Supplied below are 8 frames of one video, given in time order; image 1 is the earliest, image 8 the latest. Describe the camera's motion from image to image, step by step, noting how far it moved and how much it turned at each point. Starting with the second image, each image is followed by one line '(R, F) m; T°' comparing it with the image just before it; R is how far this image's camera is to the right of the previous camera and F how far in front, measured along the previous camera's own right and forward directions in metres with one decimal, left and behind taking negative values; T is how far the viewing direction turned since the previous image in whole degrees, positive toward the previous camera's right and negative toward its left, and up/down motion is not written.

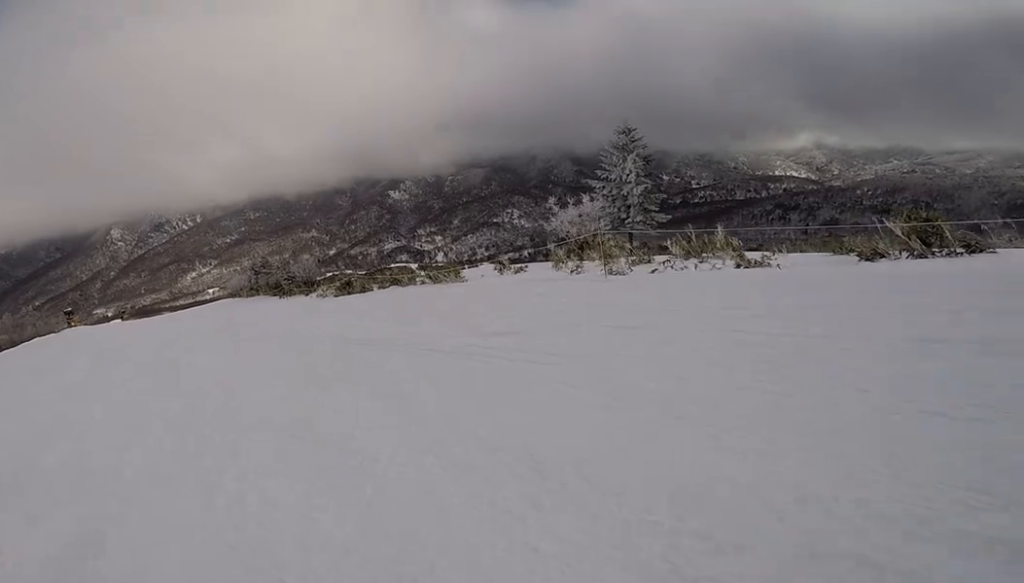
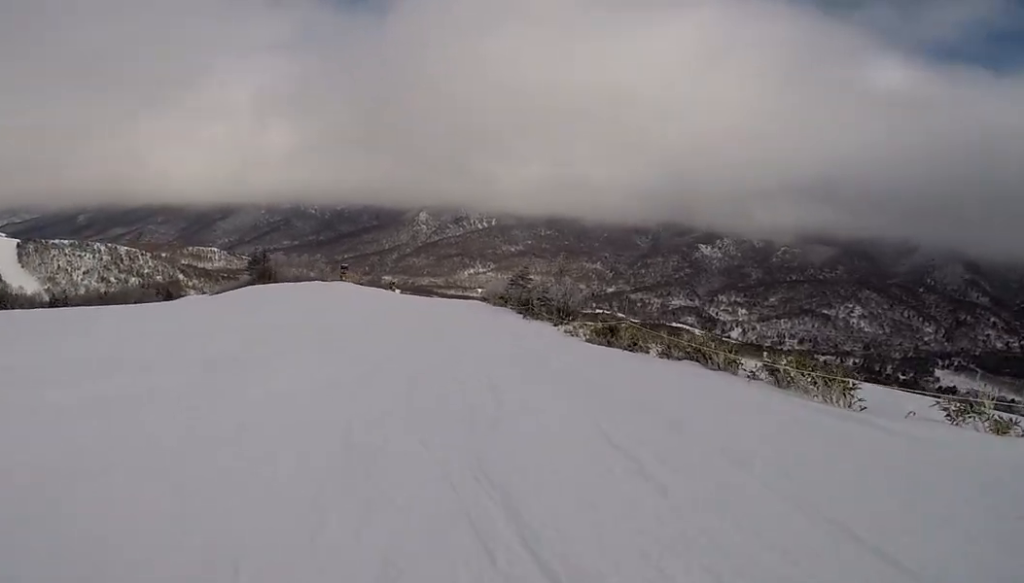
(-1.4, +6.9) m; -30°
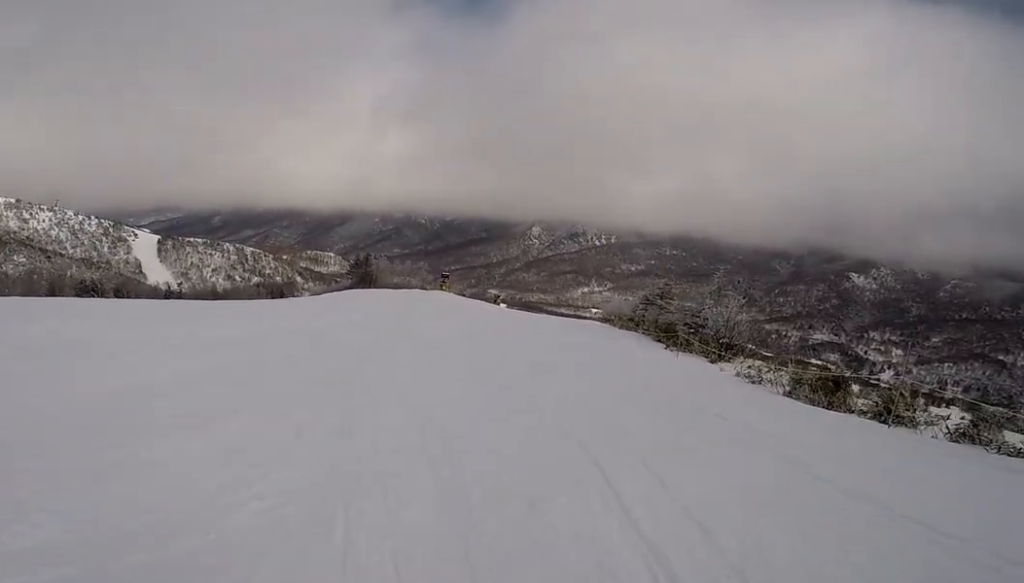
(-1.5, +5.4) m; +4°
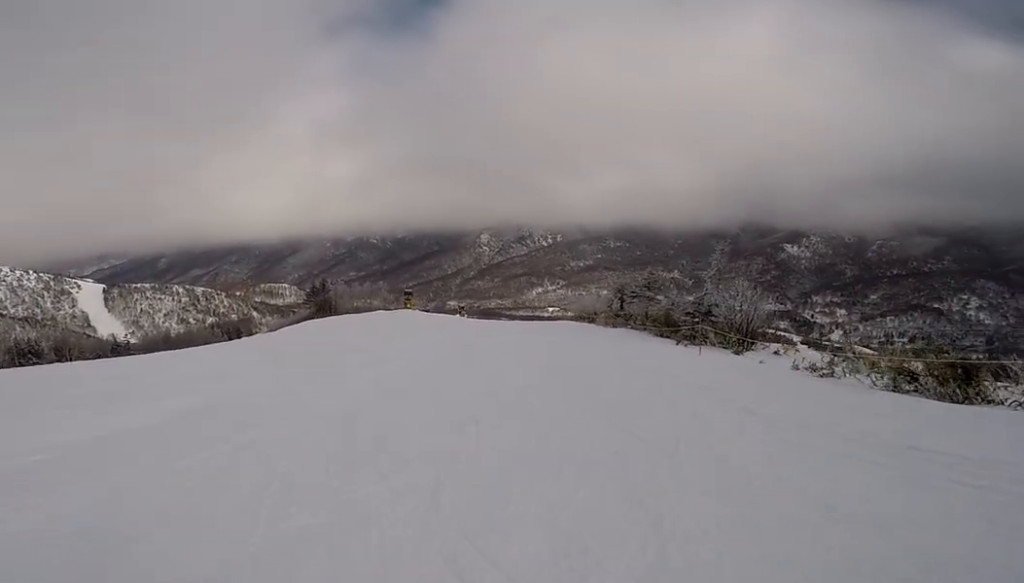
(+0.2, +3.6) m; +15°
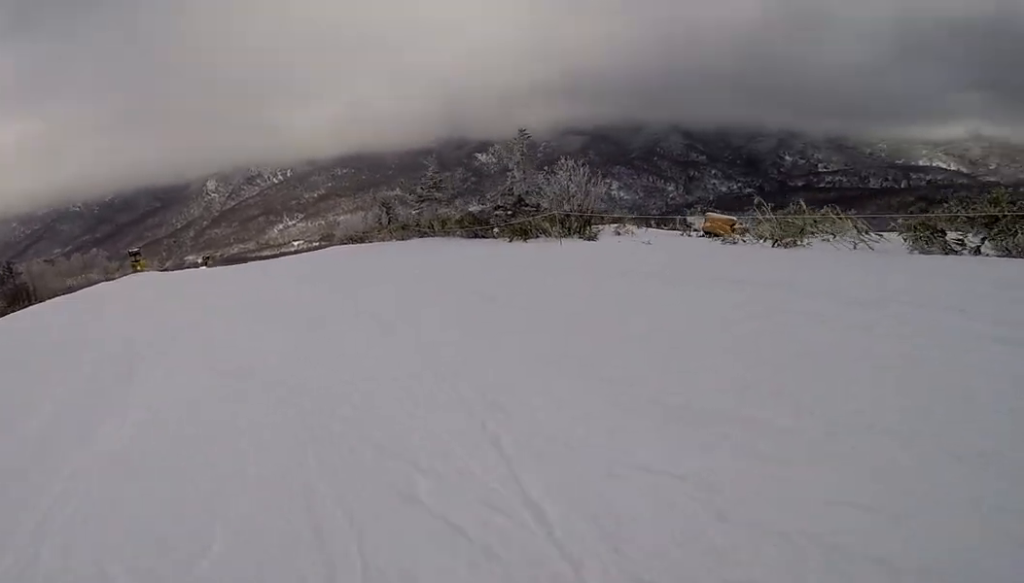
(+2.9, +7.7) m; +14°
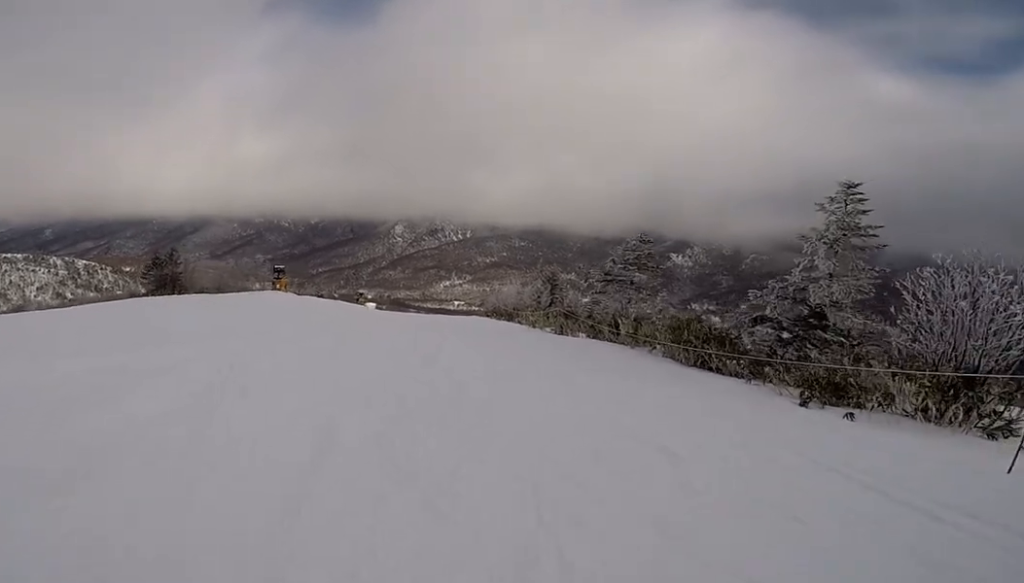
(-1.4, +9.2) m; -36°
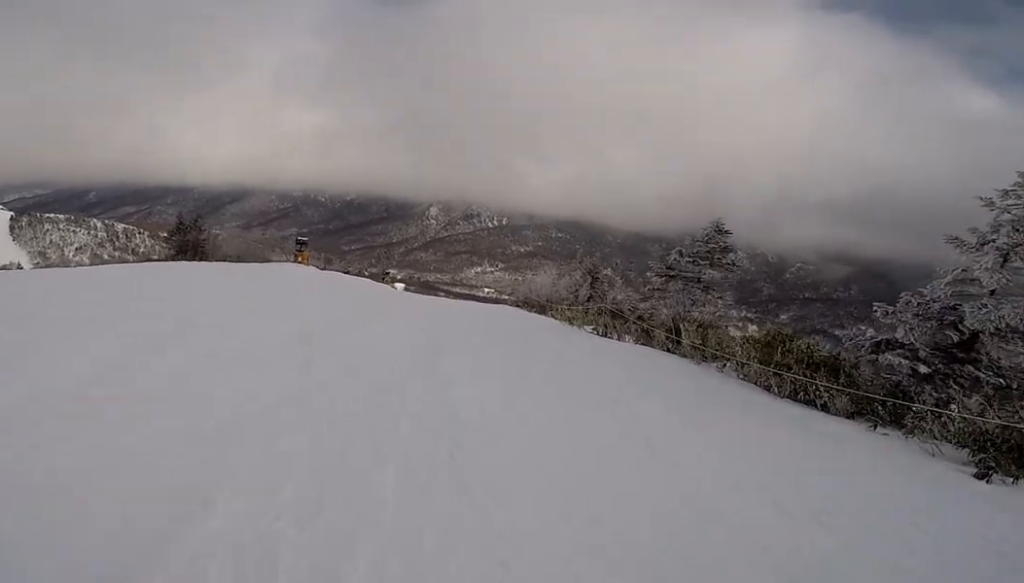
(-1.0, +2.3) m; -6°
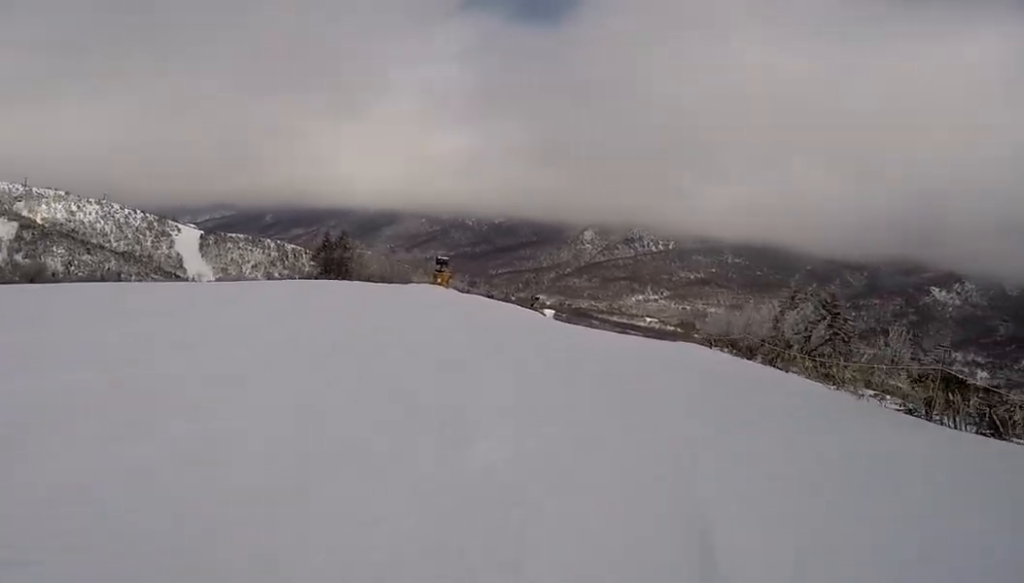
(-1.0, +4.9) m; -3°
